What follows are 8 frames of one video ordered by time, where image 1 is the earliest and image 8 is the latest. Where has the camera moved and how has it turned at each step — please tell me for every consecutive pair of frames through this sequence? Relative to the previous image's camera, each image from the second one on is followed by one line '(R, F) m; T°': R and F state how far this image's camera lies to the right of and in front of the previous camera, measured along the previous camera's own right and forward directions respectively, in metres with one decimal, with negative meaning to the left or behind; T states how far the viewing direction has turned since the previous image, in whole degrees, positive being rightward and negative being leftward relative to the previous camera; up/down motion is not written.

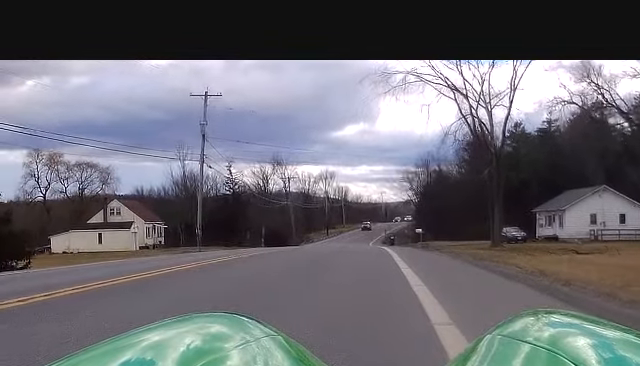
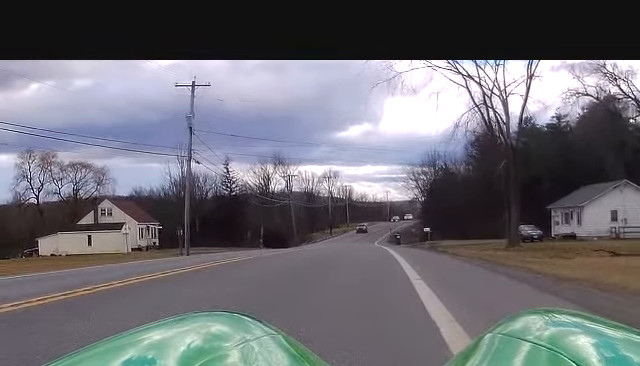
(-0.2, +5.5) m; -2°
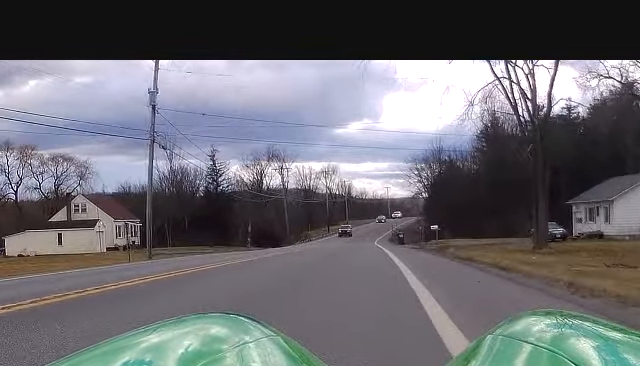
(-0.1, +9.2) m; -1°
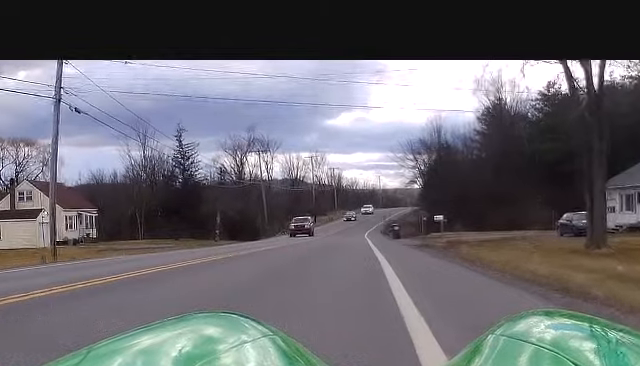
(0.0, +12.7) m; 0°
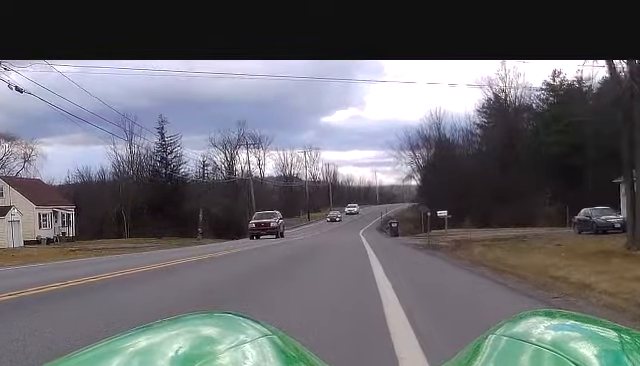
(0.0, +5.6) m; 0°
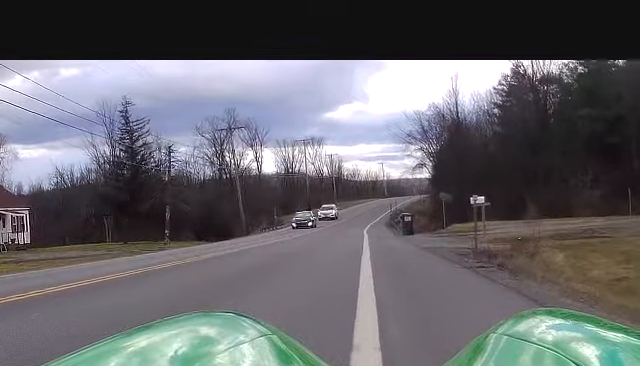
(-0.1, +13.6) m; -1°
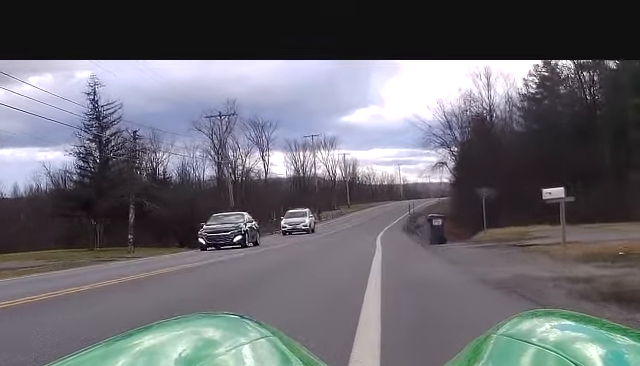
(-0.2, +12.1) m; -1°
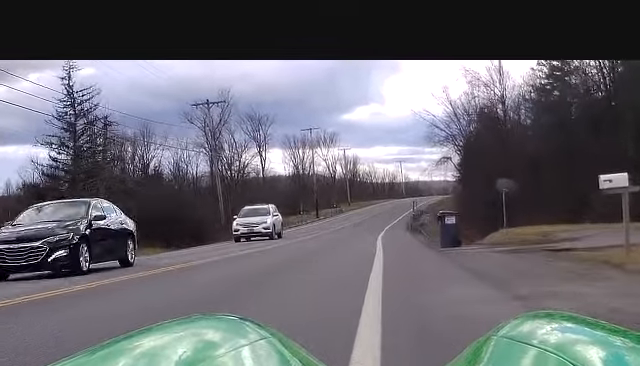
(-0.1, +5.3) m; 0°
